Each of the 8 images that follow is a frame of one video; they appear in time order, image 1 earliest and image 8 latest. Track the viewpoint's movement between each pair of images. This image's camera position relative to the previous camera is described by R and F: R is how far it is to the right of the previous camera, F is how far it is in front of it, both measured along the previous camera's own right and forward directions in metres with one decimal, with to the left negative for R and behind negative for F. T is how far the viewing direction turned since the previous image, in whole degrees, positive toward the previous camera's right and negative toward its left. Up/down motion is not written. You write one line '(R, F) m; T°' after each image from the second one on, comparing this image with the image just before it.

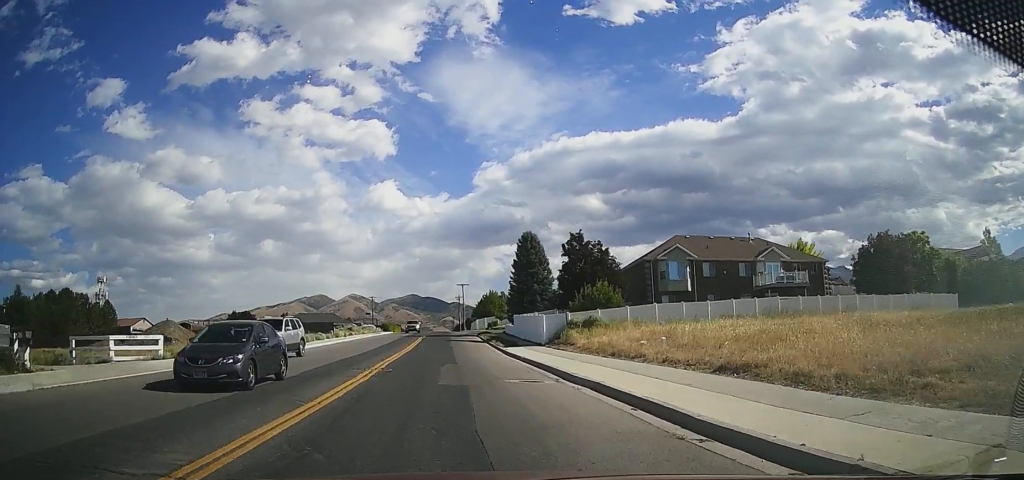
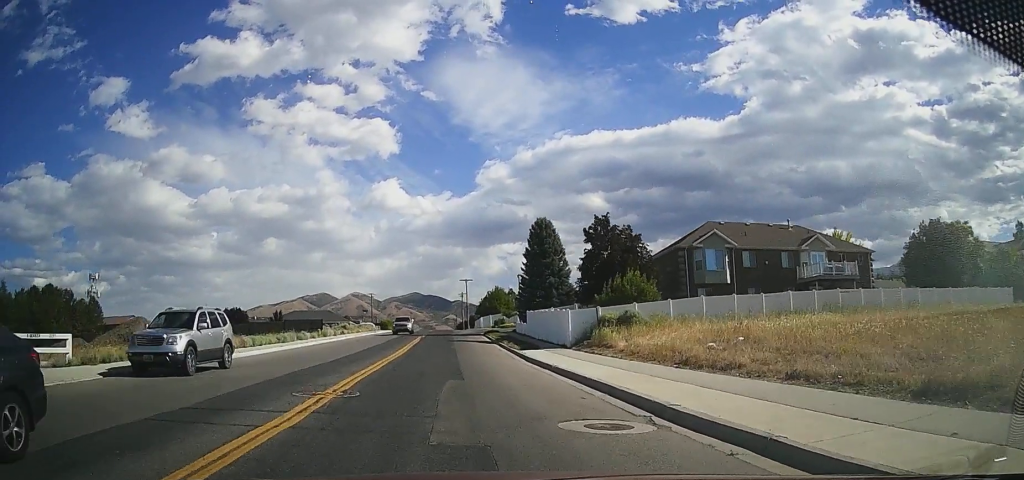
(0.0, +7.0) m; 0°
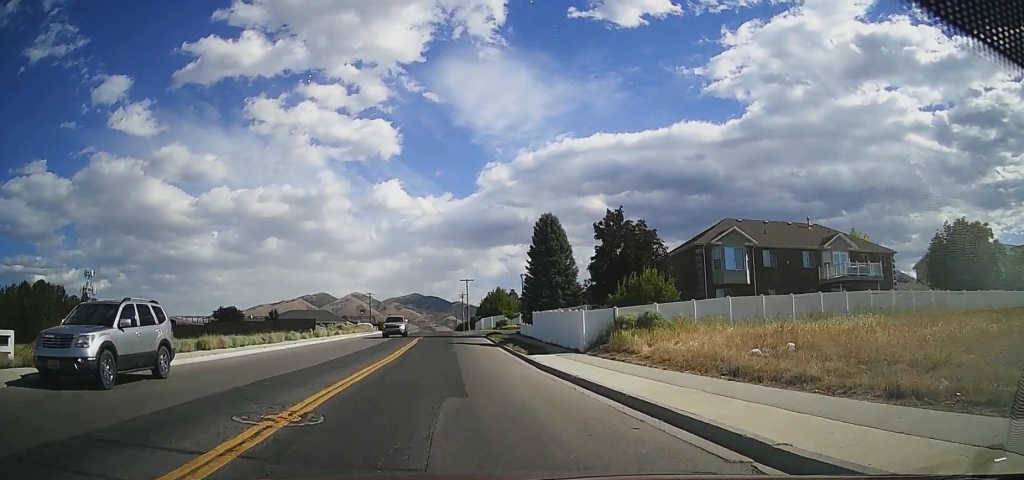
(0.0, +3.2) m; 0°
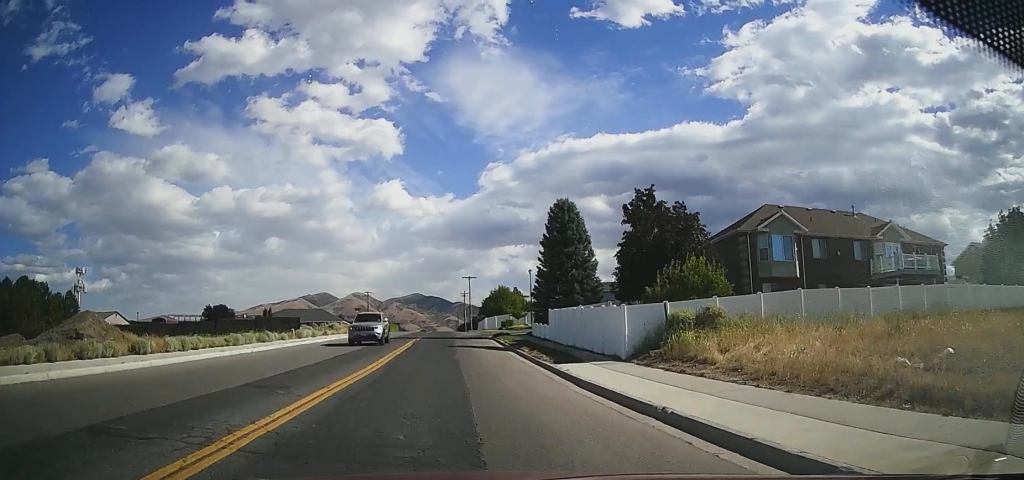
(0.0, +6.3) m; 0°
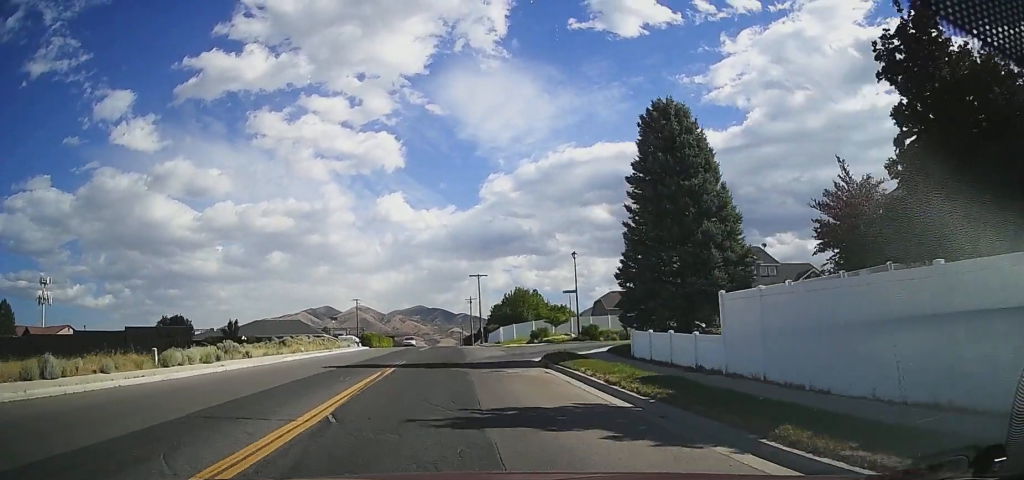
(0.0, +22.3) m; 0°
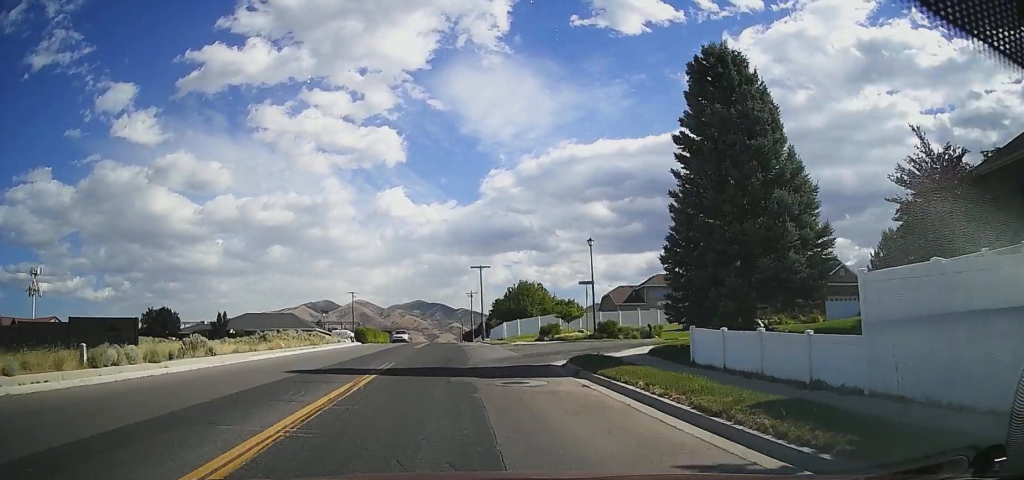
(0.0, +5.5) m; 0°
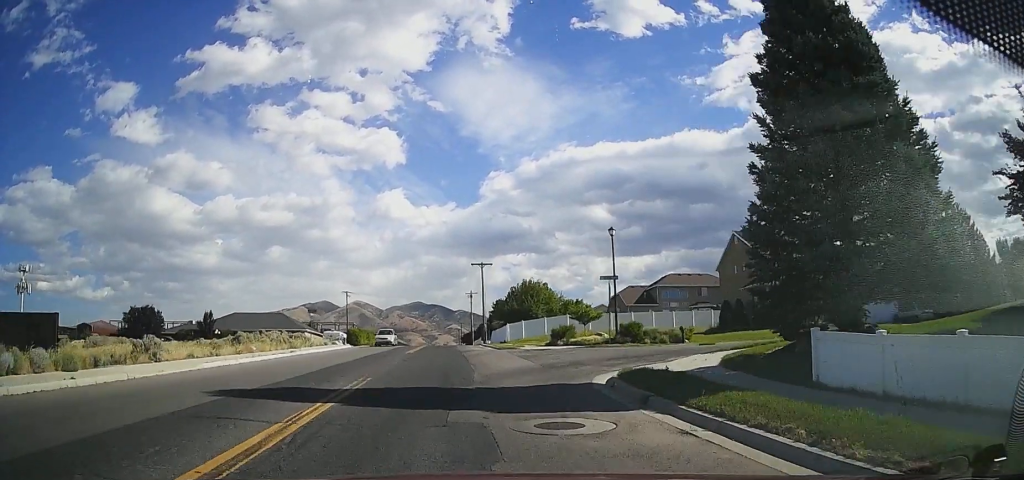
(0.0, +5.7) m; 0°
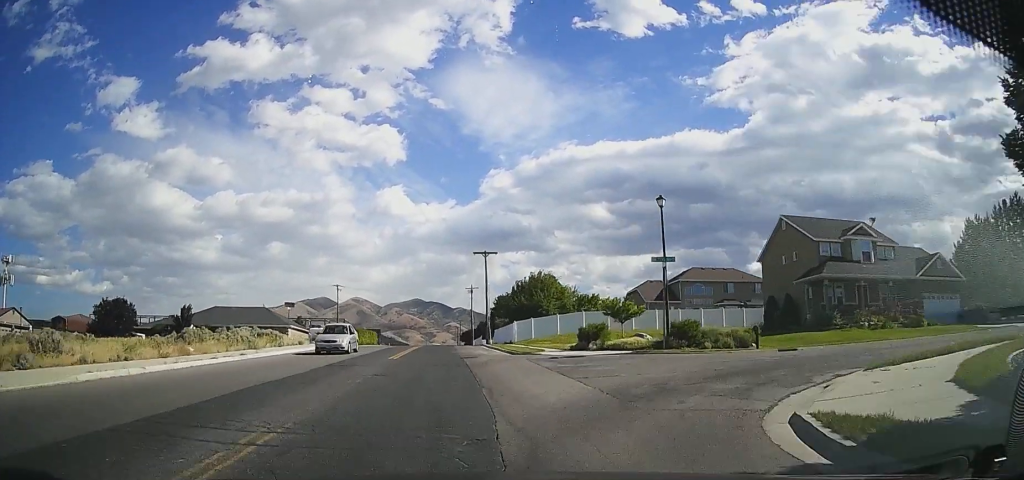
(0.0, +8.6) m; 0°
